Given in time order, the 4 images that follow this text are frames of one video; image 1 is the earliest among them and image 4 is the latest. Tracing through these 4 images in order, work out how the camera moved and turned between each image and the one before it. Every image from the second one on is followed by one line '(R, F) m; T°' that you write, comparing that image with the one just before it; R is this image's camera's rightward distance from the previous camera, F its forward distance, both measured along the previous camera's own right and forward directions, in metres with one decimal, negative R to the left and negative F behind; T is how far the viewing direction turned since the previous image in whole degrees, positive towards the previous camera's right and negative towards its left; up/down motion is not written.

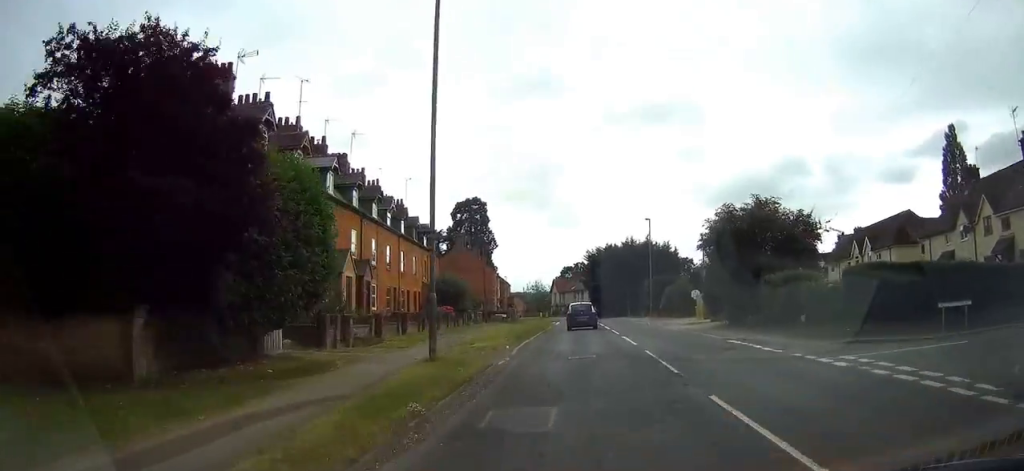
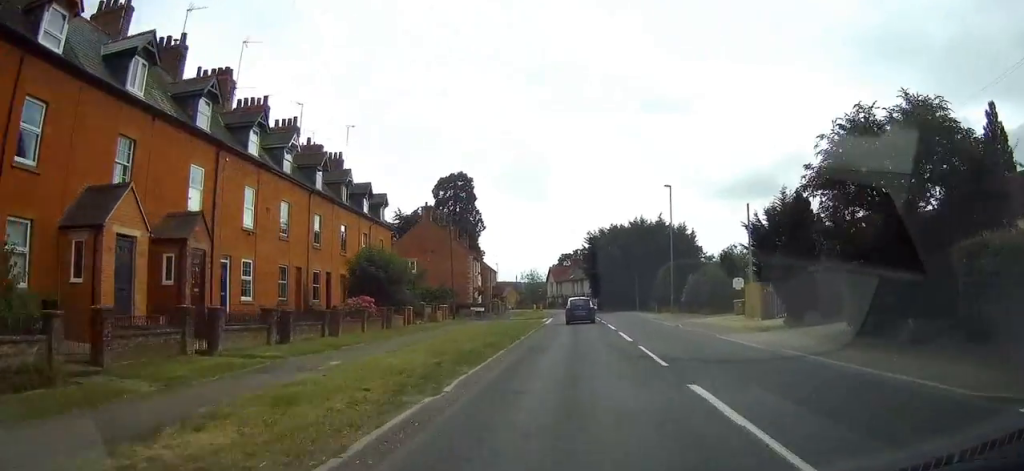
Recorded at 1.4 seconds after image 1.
(-0.1, +17.0) m; 0°
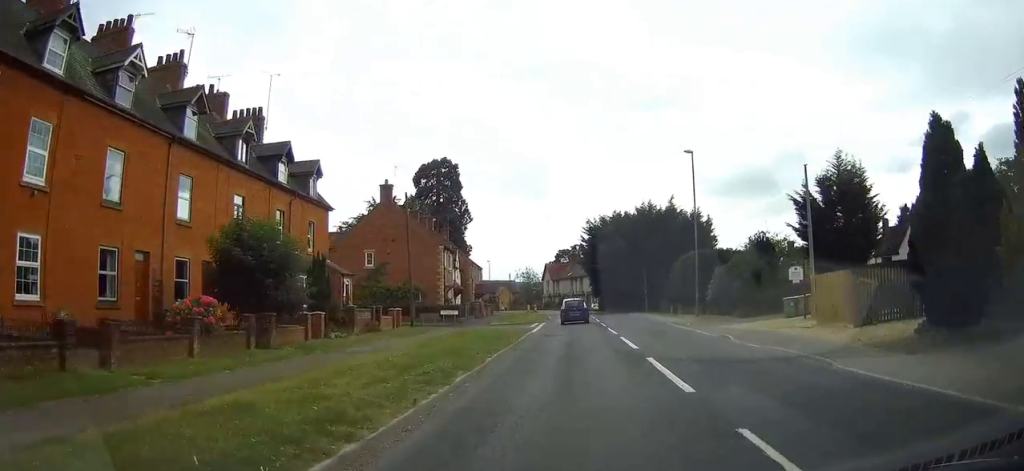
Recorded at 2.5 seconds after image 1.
(0.0, +12.7) m; 0°
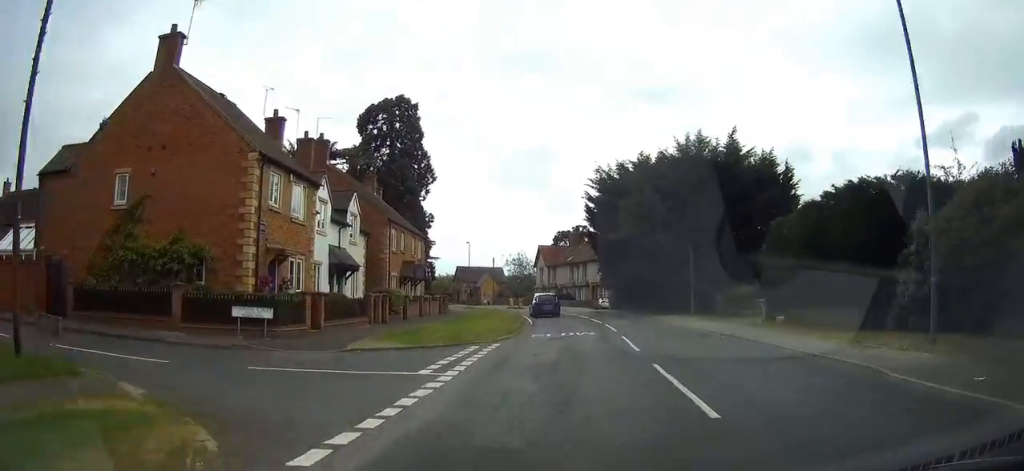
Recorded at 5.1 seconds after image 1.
(-0.3, +29.6) m; 0°
